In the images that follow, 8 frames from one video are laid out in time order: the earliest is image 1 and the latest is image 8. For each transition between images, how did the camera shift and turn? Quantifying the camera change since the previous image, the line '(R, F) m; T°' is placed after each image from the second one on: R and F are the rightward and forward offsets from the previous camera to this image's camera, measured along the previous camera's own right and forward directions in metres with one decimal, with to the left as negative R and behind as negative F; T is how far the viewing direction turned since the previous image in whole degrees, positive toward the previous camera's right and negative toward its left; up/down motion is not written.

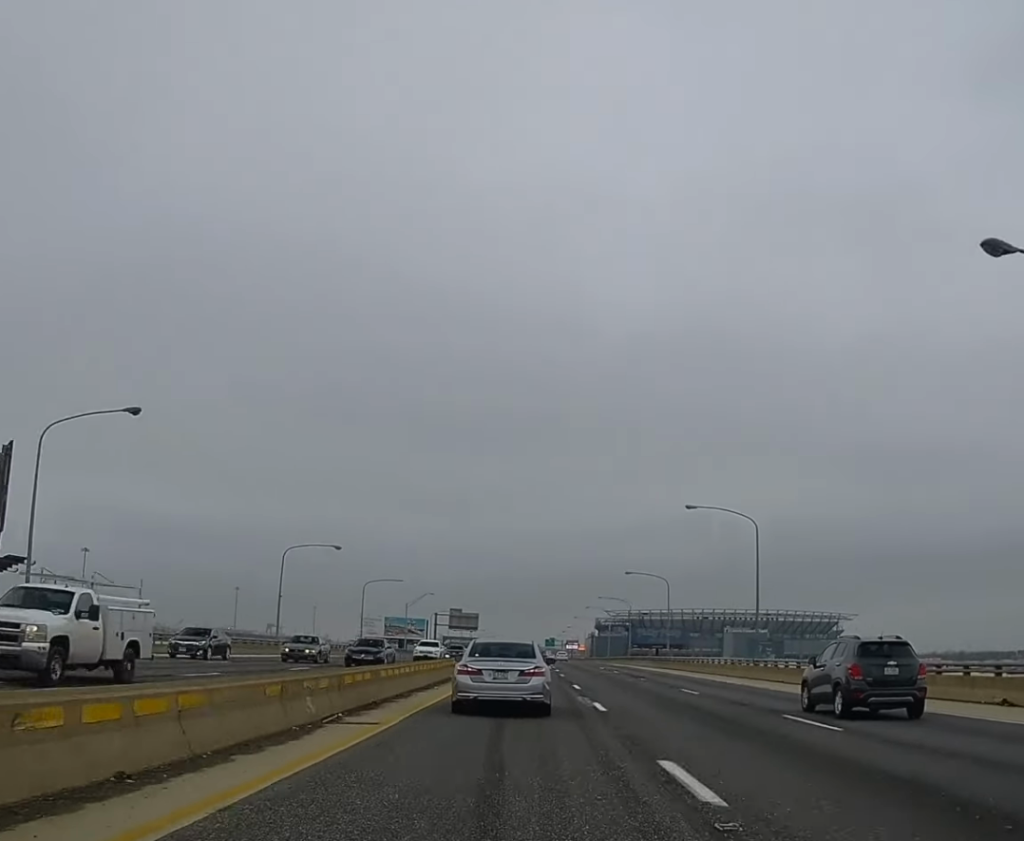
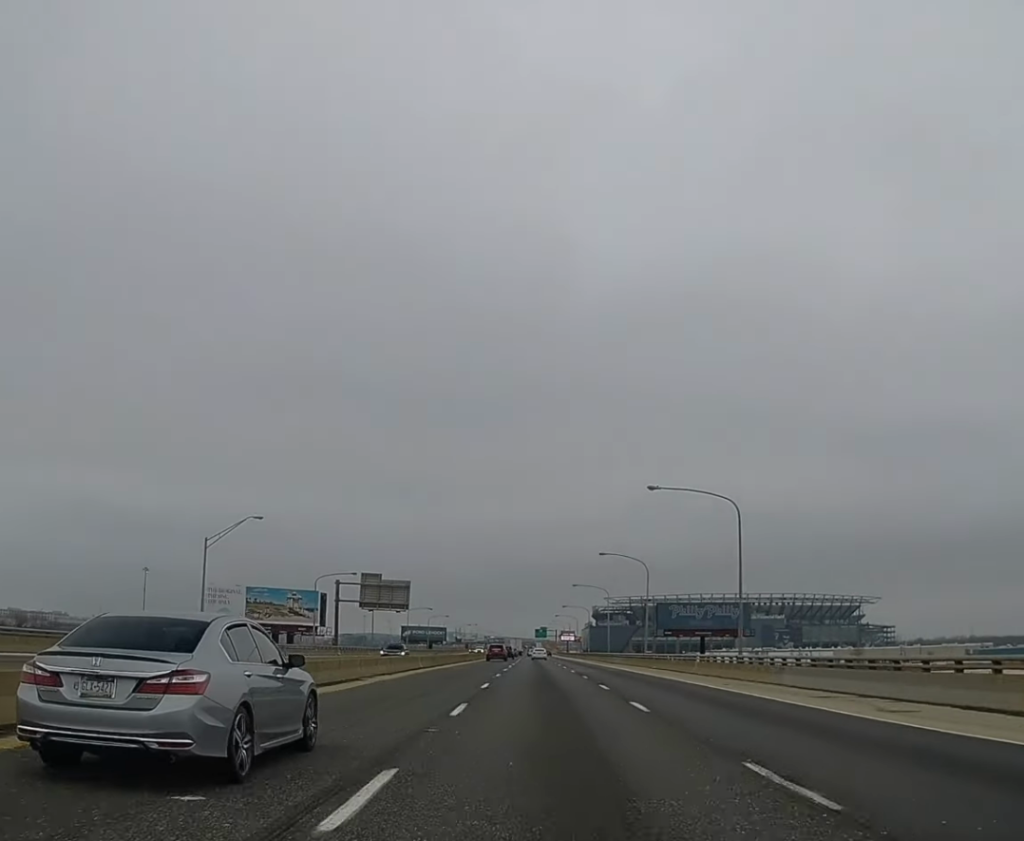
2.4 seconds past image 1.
(+1.2, +89.9) m; +1°
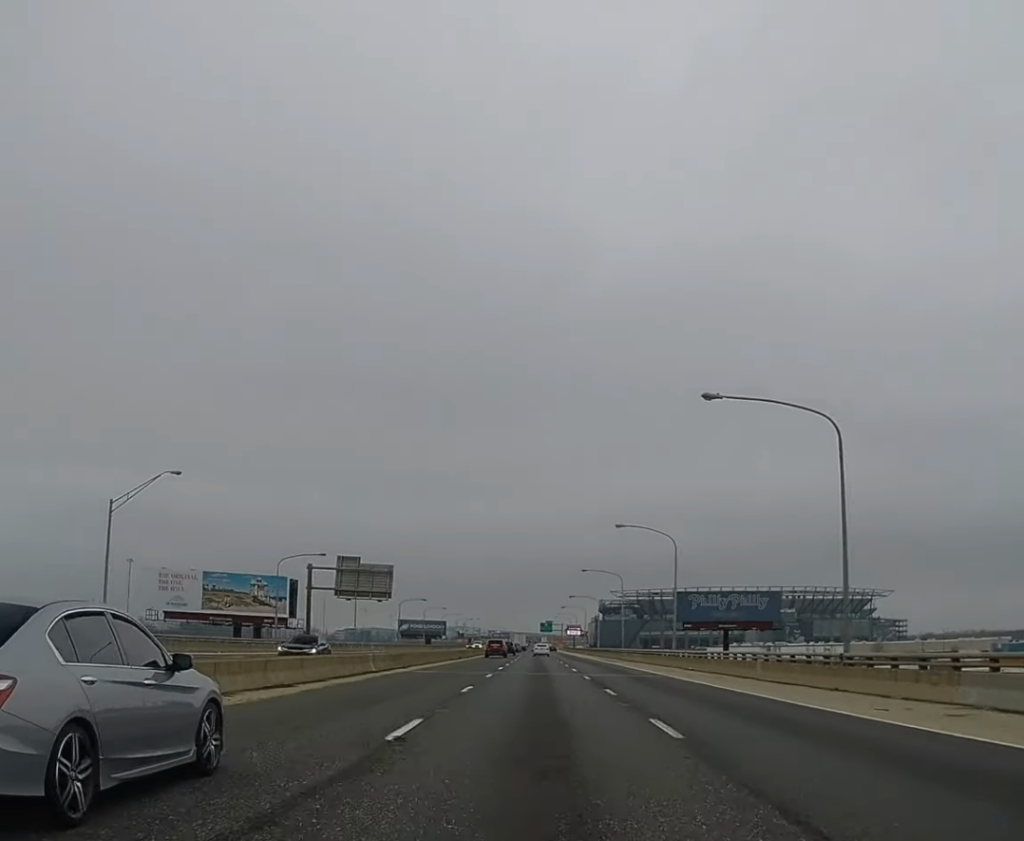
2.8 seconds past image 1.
(0.0, +17.2) m; 0°
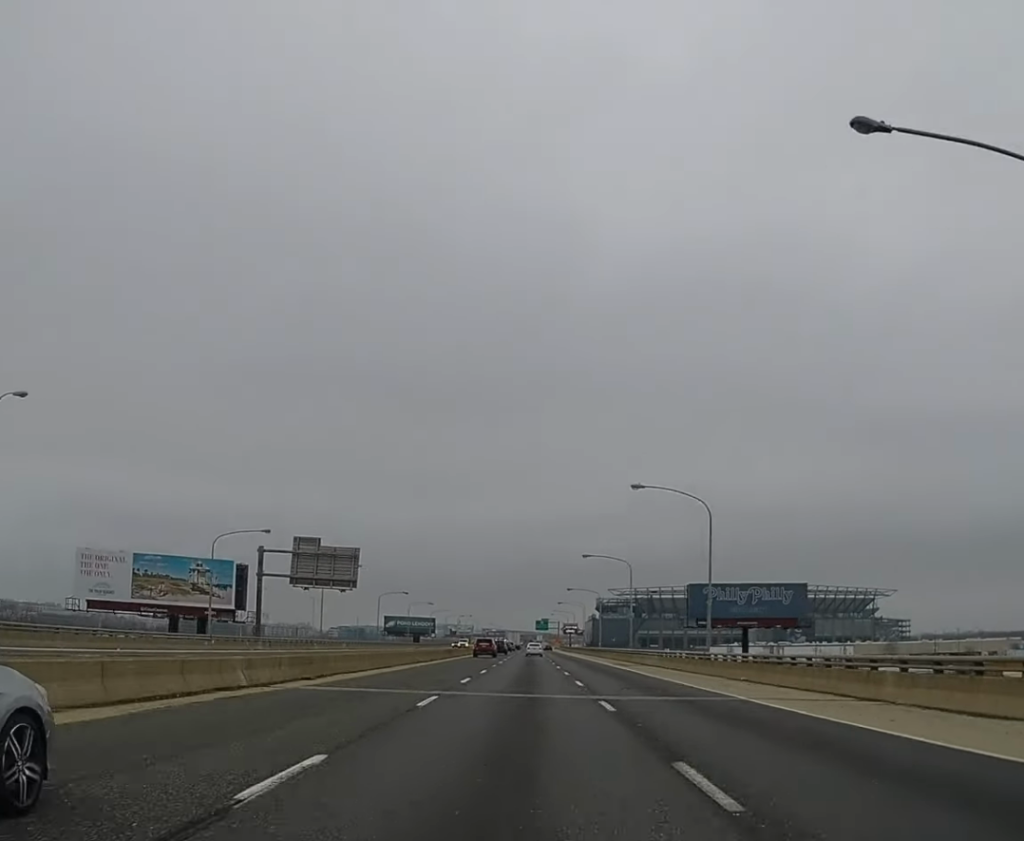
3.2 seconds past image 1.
(0.0, +17.5) m; 0°
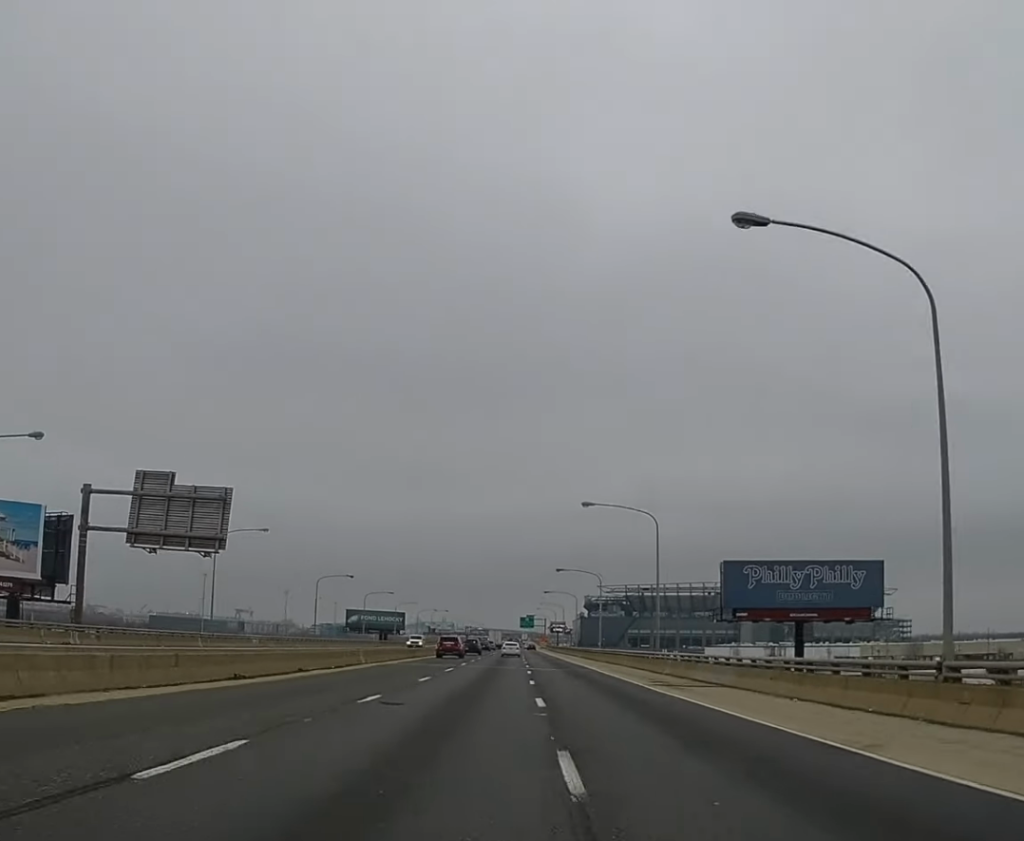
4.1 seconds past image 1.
(-0.1, +34.3) m; 0°
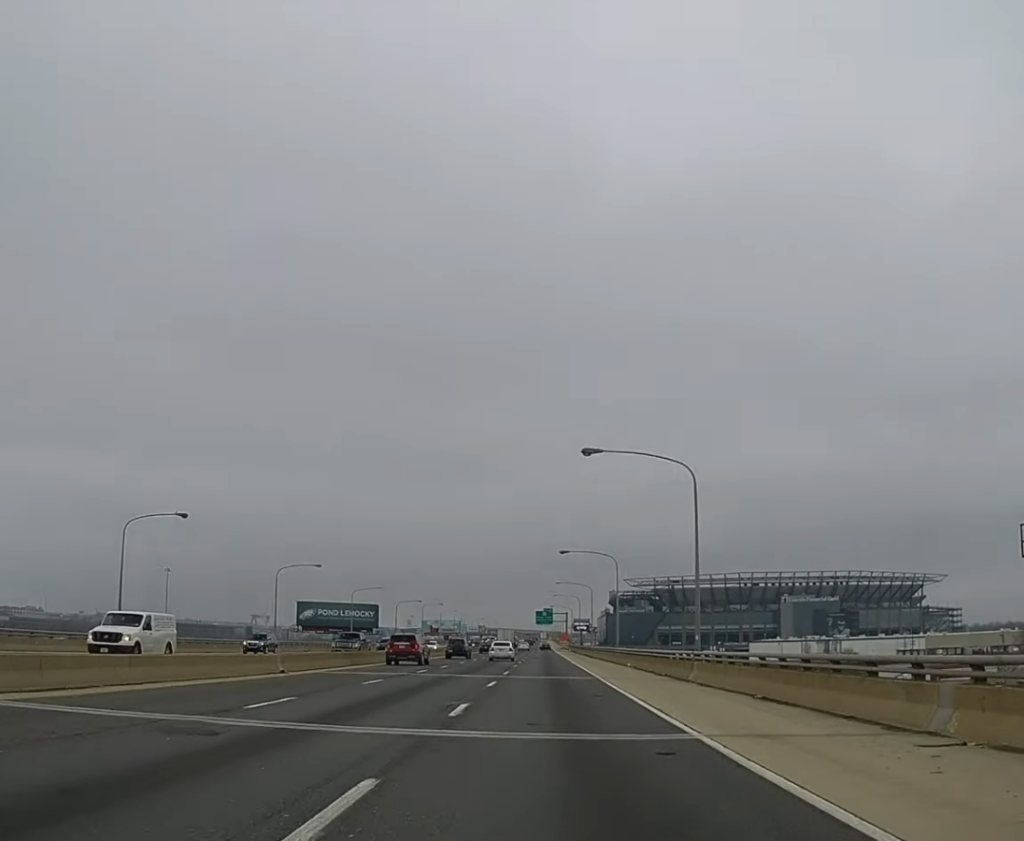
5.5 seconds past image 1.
(-0.1, +62.5) m; 0°
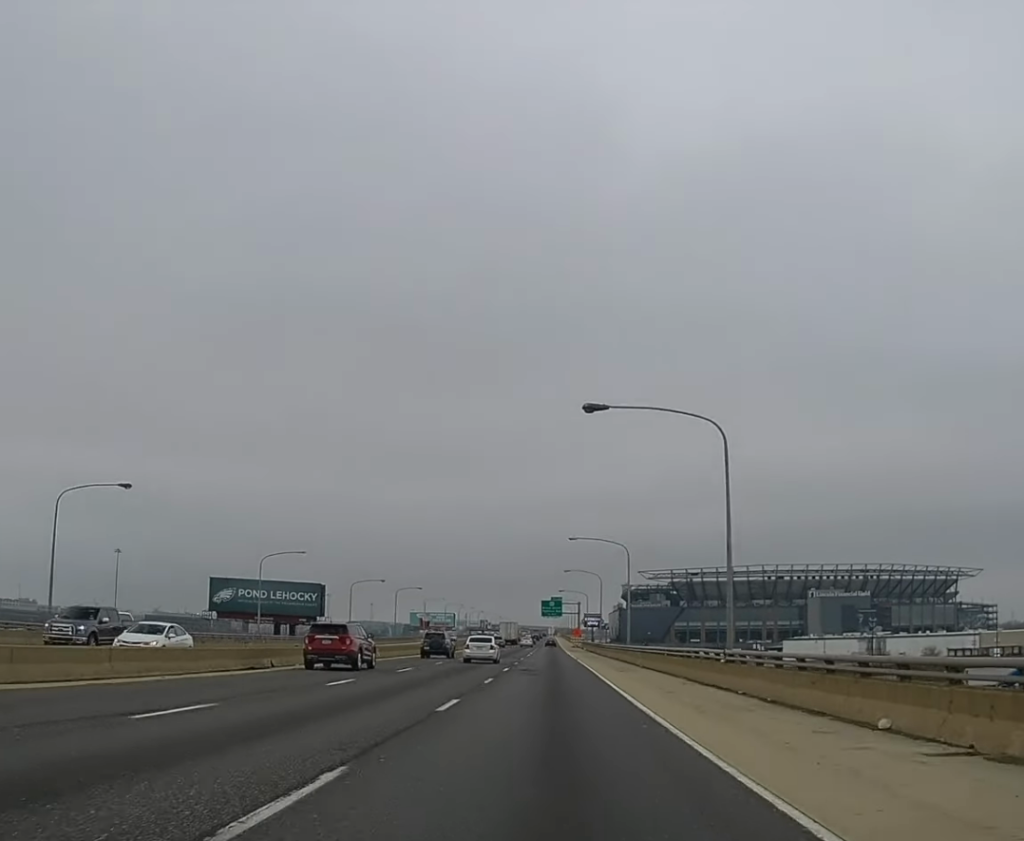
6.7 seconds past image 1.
(-0.3, +51.0) m; -1°
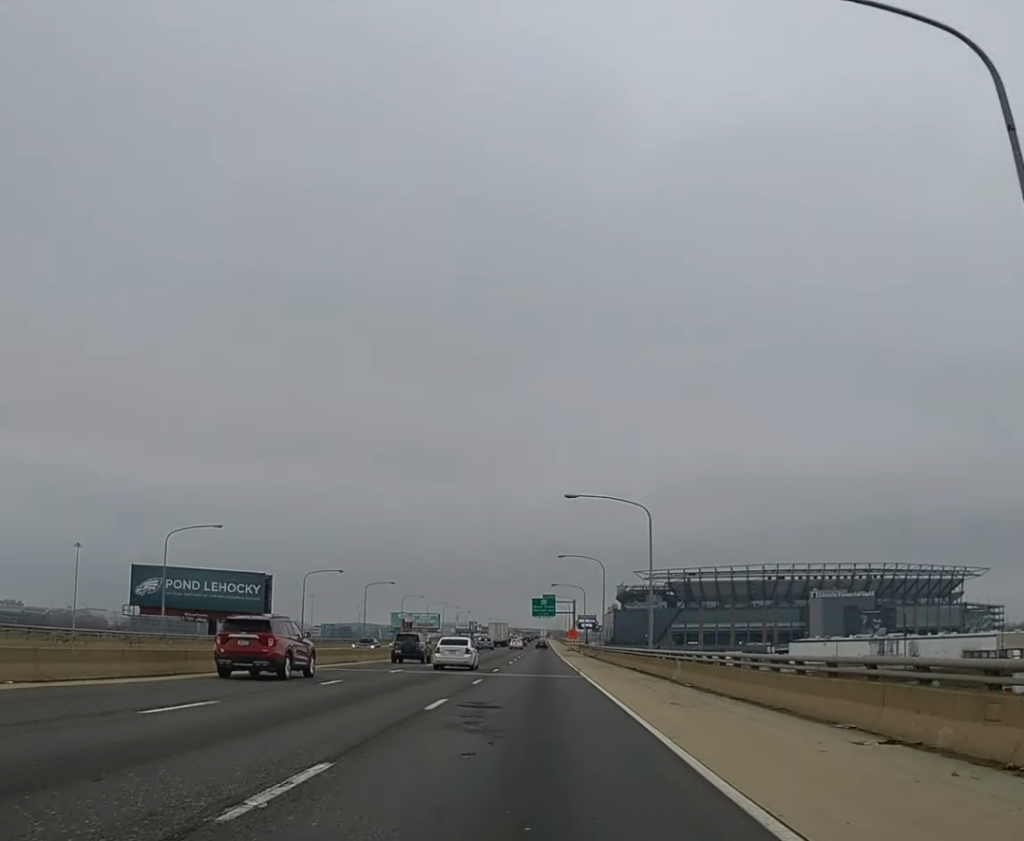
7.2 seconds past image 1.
(-0.1, +23.5) m; 0°
